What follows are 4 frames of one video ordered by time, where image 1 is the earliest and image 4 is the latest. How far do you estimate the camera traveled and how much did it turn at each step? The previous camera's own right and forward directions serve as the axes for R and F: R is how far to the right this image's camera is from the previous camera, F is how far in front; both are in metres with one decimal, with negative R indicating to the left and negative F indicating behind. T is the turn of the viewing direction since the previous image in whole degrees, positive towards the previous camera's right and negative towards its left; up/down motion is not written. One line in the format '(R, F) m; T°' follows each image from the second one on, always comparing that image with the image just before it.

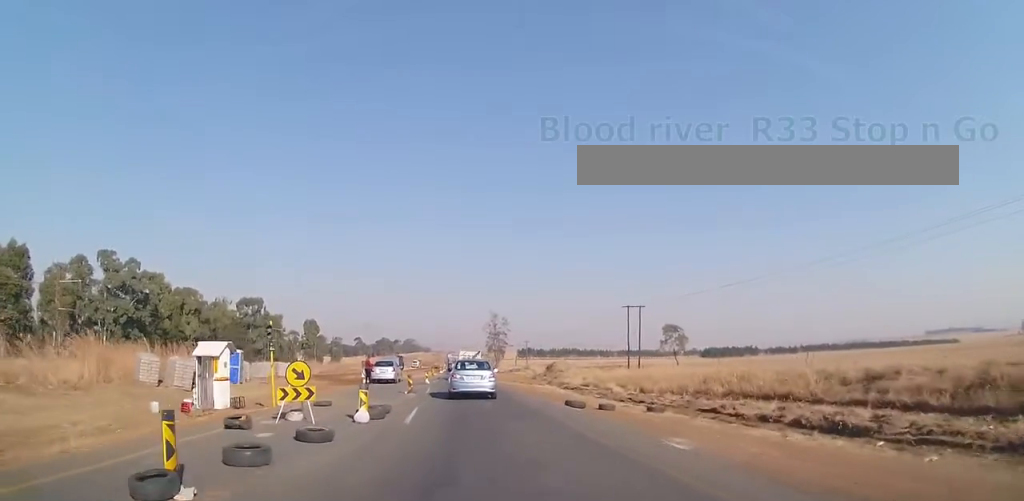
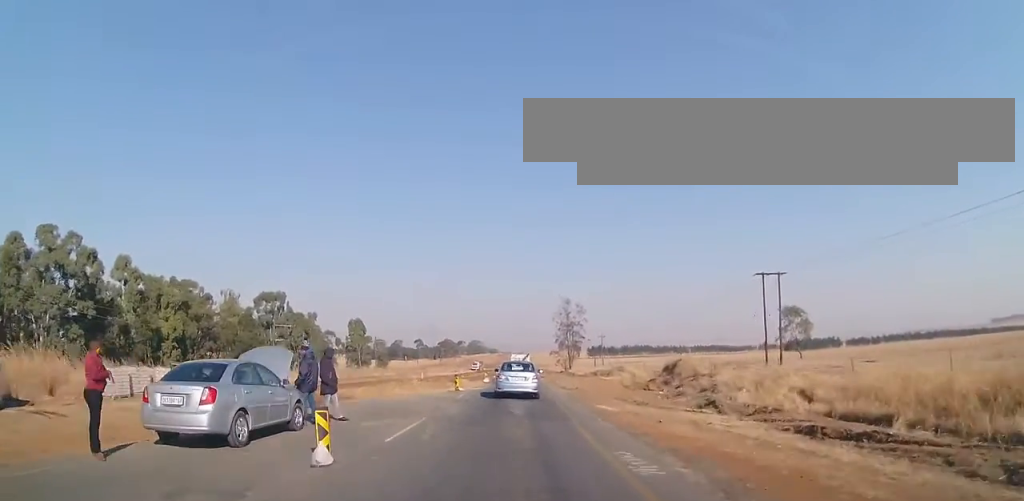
(-2.1, +27.2) m; -6°
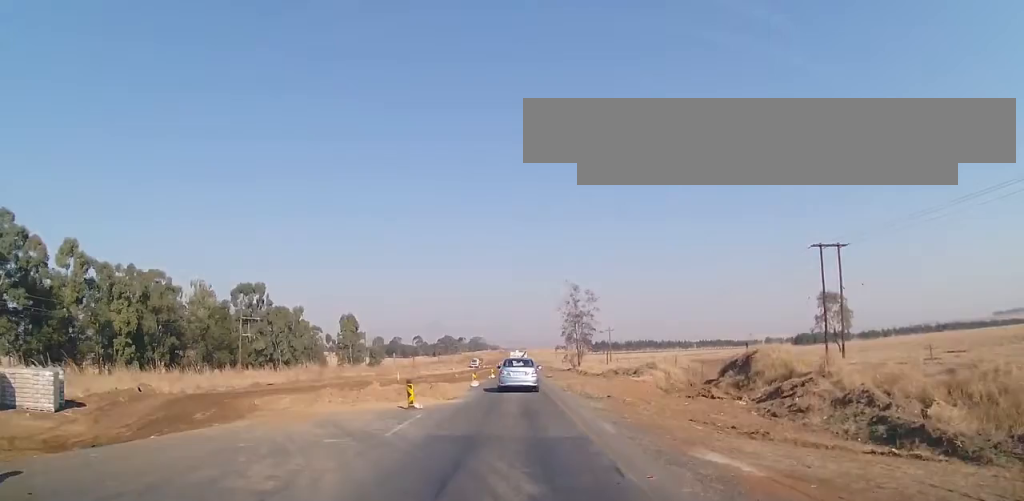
(+0.1, +12.0) m; 0°
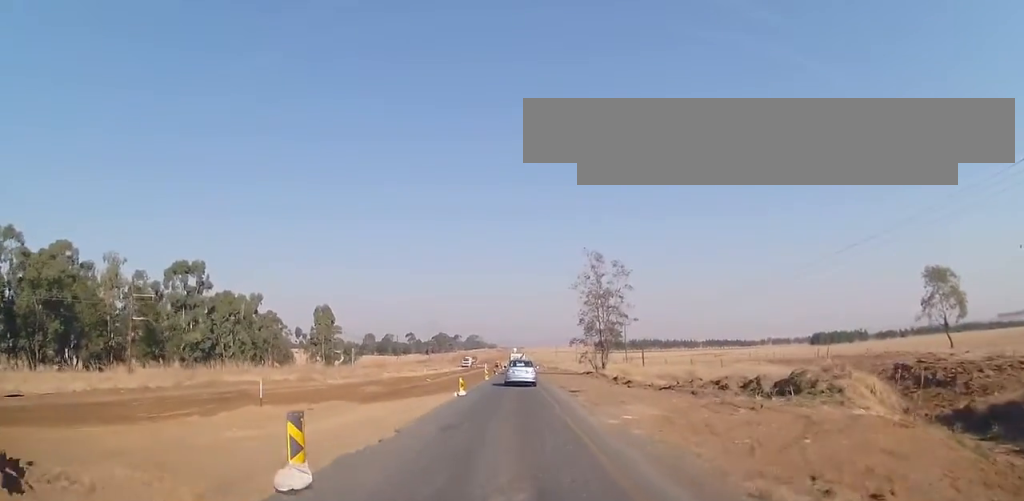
(-0.5, +24.6) m; +1°
